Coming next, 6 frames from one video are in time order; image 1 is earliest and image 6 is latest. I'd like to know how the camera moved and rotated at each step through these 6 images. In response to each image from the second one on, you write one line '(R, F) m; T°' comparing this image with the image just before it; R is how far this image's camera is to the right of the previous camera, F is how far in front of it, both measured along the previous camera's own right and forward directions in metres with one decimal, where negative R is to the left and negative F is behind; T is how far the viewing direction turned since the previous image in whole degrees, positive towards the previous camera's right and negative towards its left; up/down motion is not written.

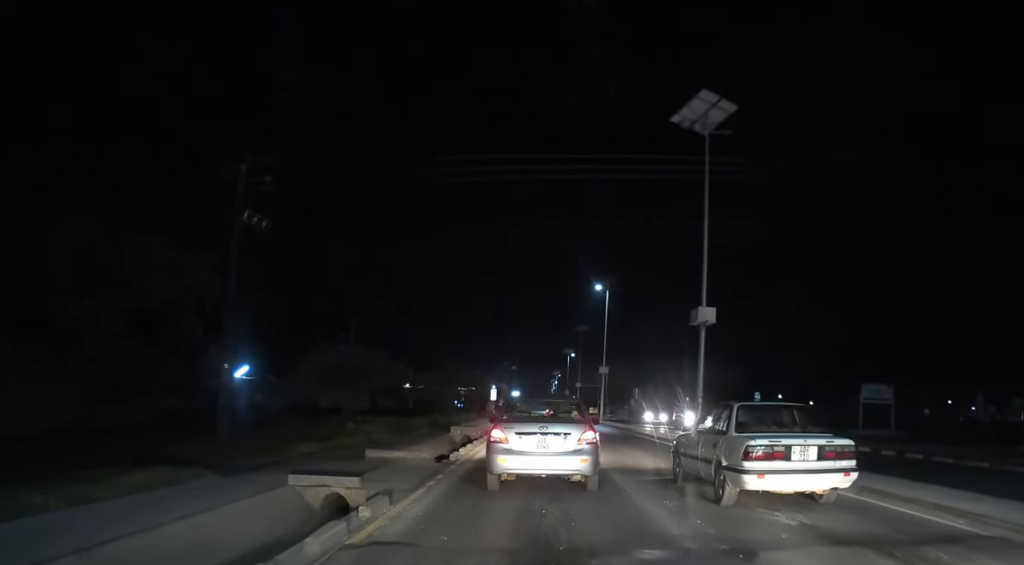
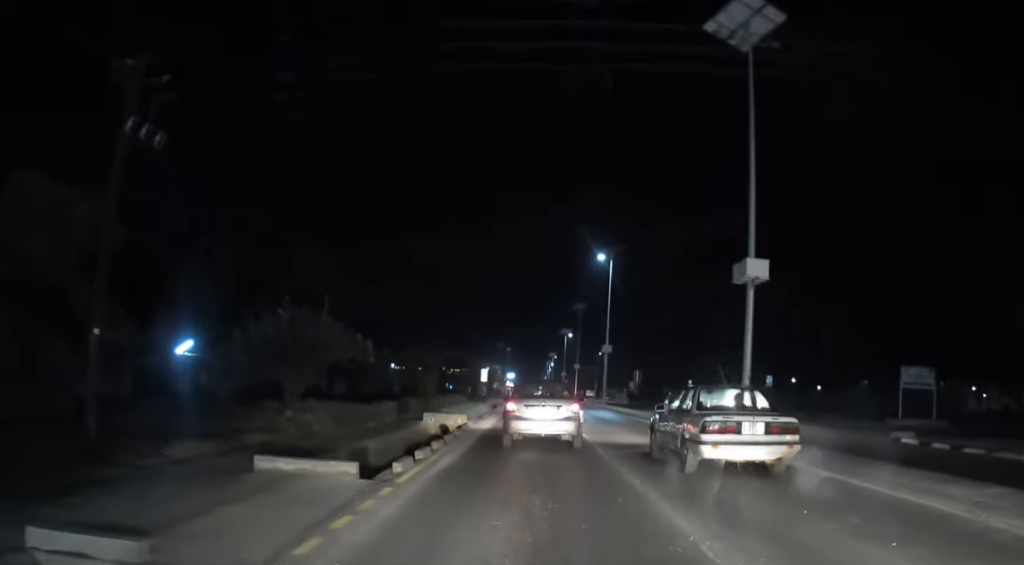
(+0.1, +6.1) m; +2°
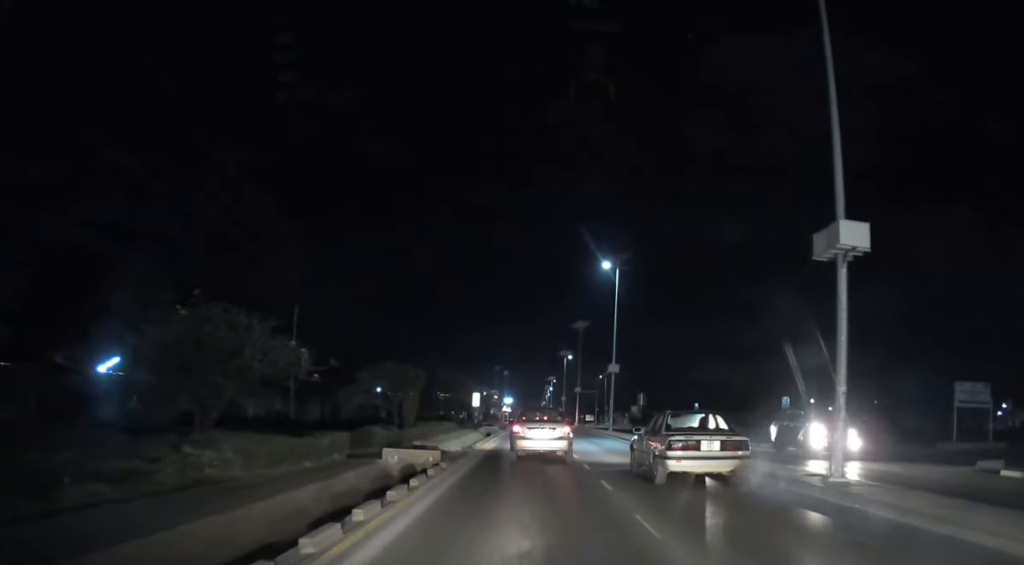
(0.0, +6.5) m; -1°
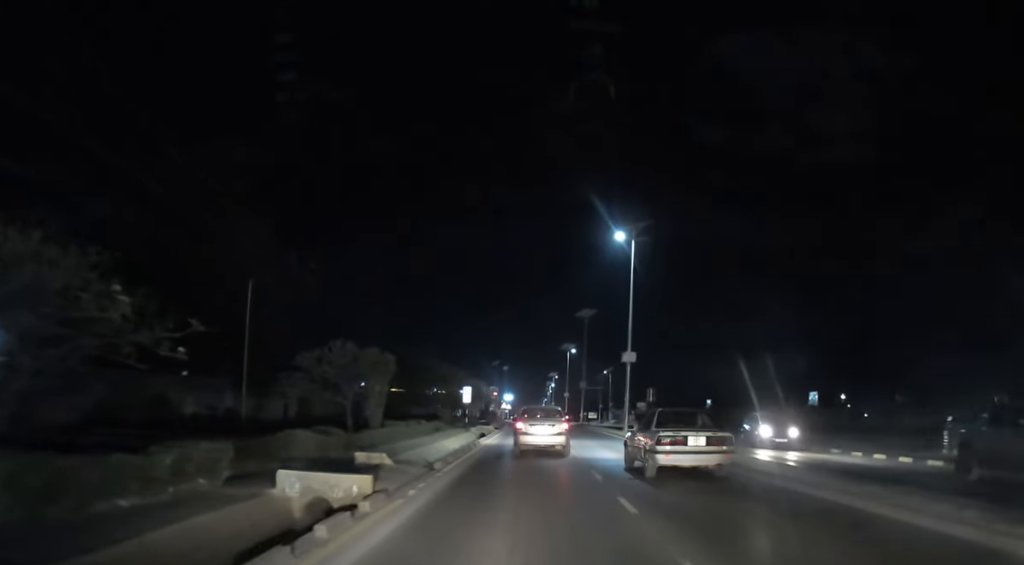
(-0.1, +7.5) m; 0°
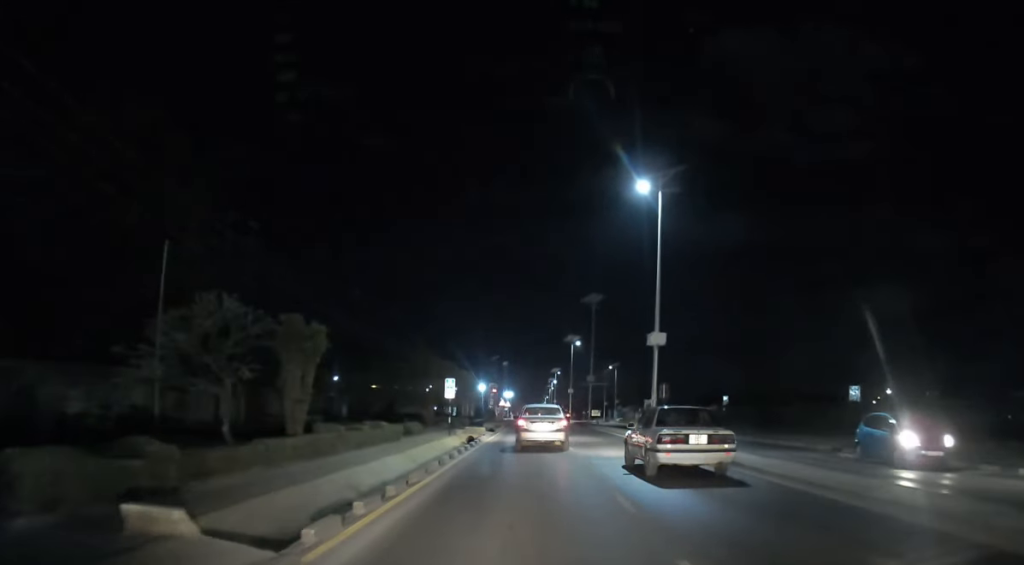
(+0.2, +9.1) m; 0°
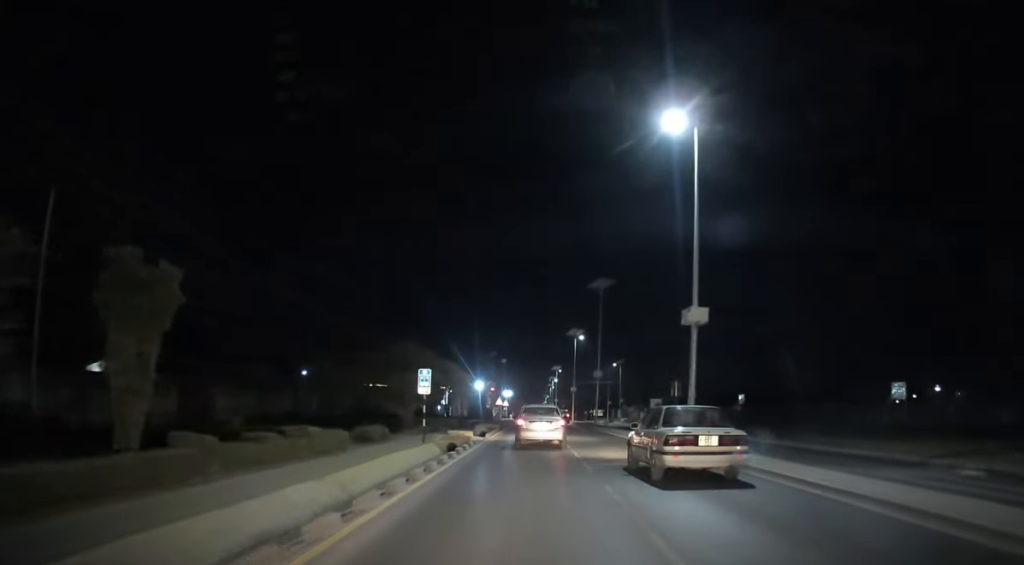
(-0.1, +7.8) m; 0°
